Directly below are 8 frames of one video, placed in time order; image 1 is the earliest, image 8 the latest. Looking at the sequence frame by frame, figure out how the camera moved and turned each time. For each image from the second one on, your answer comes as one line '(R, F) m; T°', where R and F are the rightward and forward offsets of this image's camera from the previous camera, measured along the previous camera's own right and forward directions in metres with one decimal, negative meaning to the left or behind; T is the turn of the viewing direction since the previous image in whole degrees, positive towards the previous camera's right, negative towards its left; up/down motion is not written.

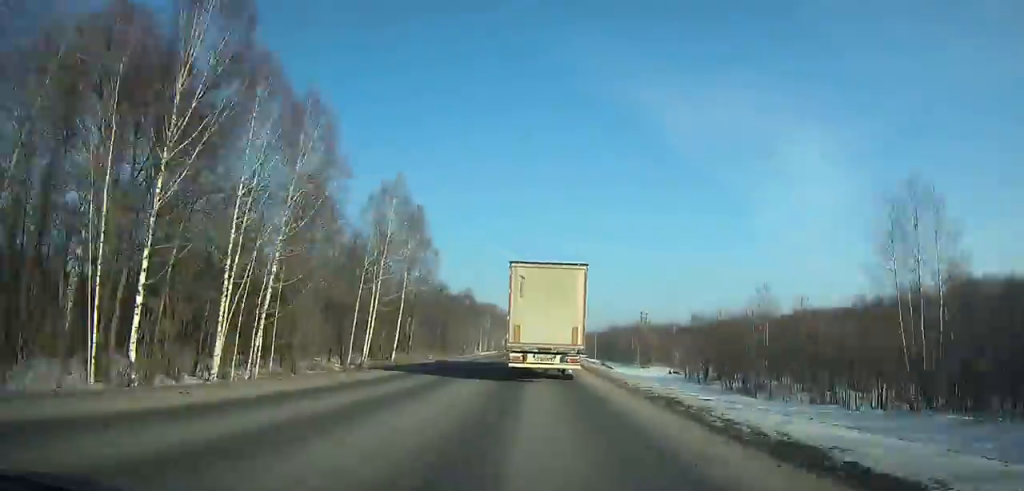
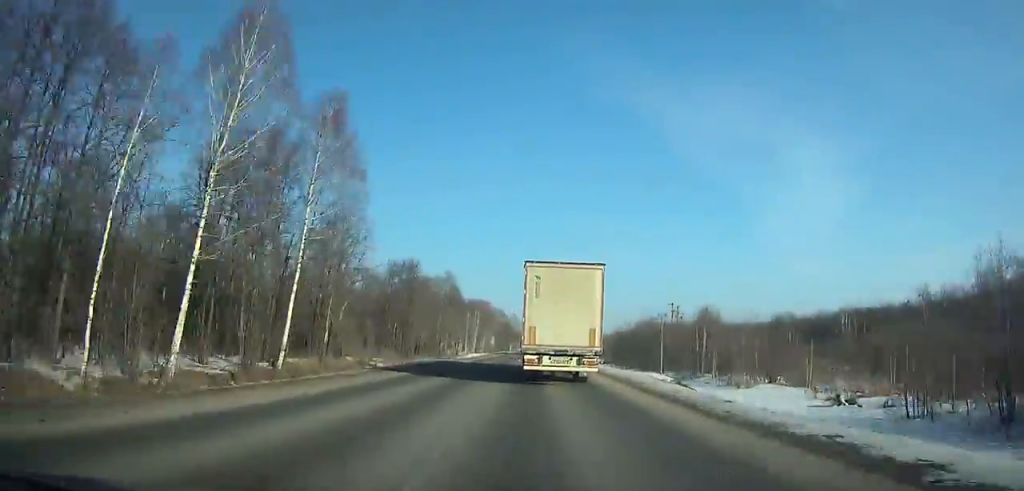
(-0.1, +32.7) m; 0°
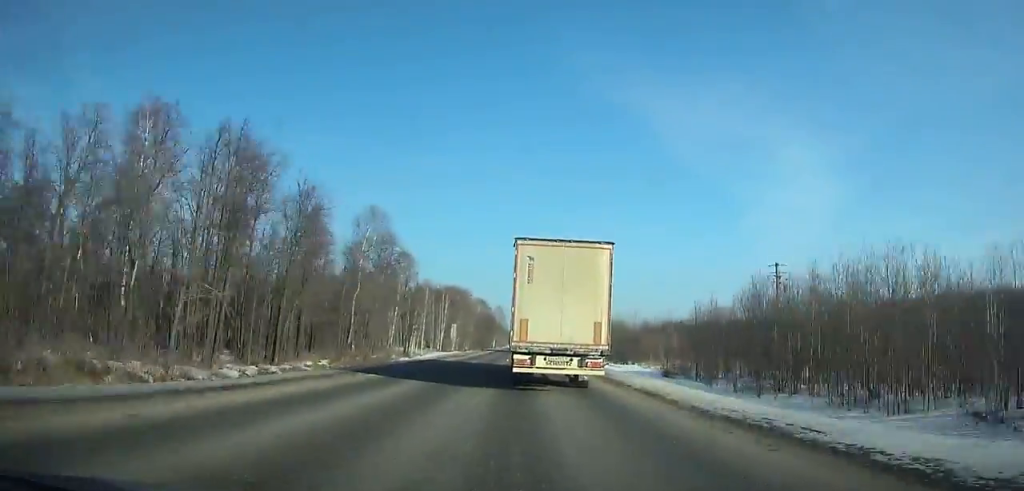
(+0.4, +48.5) m; +1°
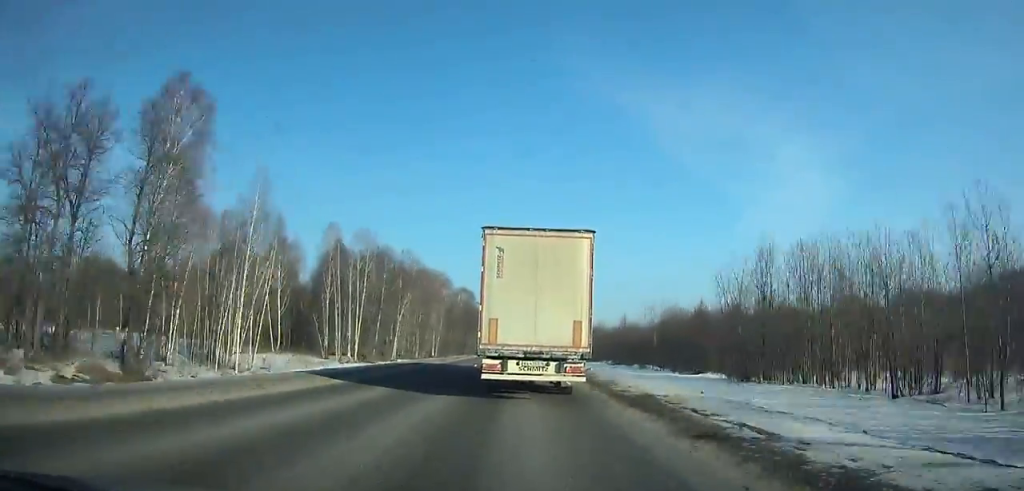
(+0.7, +68.8) m; 0°
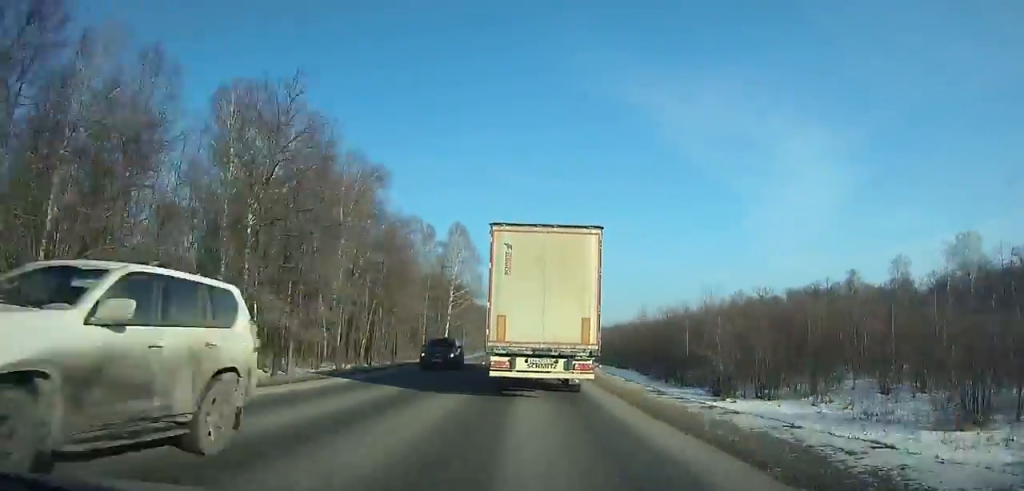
(-1.5, +129.8) m; -1°
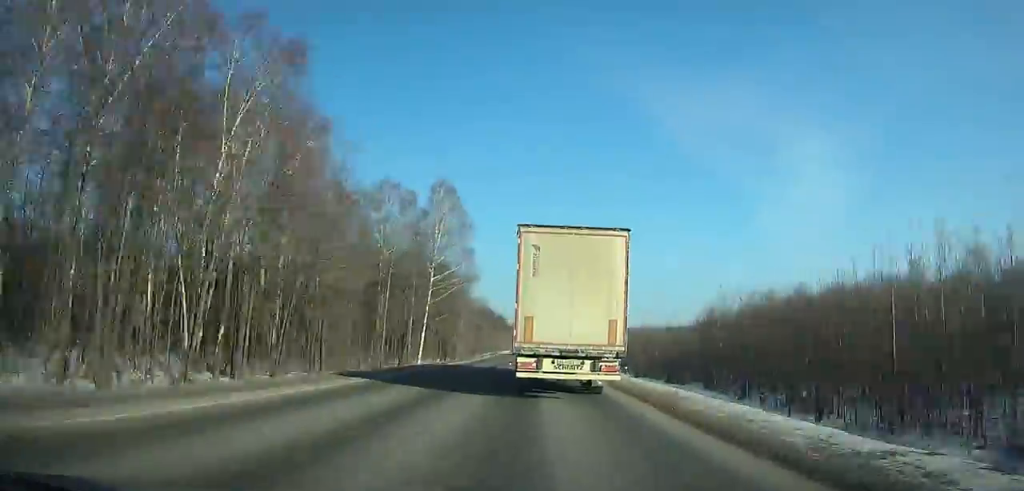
(-0.1, +27.5) m; 0°
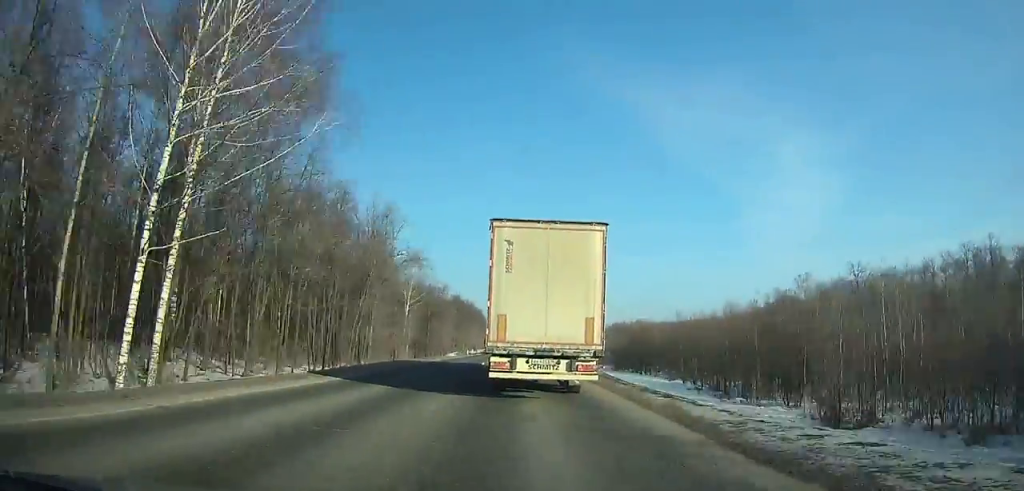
(+0.3, +49.2) m; 0°
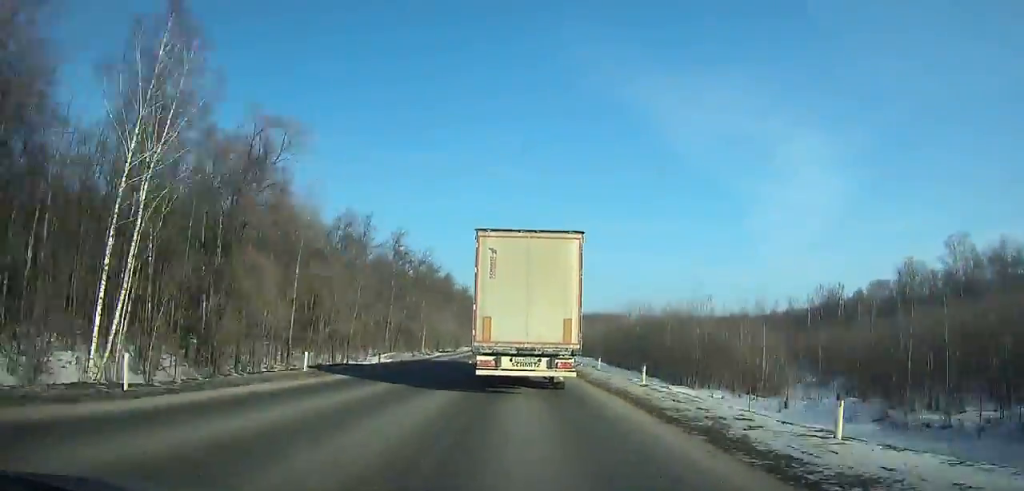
(-0.3, +78.6) m; 0°
